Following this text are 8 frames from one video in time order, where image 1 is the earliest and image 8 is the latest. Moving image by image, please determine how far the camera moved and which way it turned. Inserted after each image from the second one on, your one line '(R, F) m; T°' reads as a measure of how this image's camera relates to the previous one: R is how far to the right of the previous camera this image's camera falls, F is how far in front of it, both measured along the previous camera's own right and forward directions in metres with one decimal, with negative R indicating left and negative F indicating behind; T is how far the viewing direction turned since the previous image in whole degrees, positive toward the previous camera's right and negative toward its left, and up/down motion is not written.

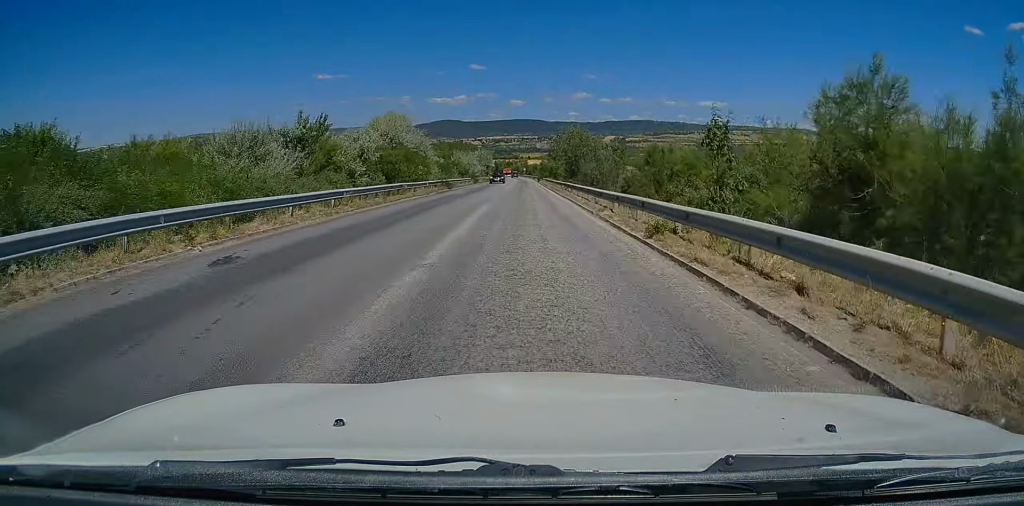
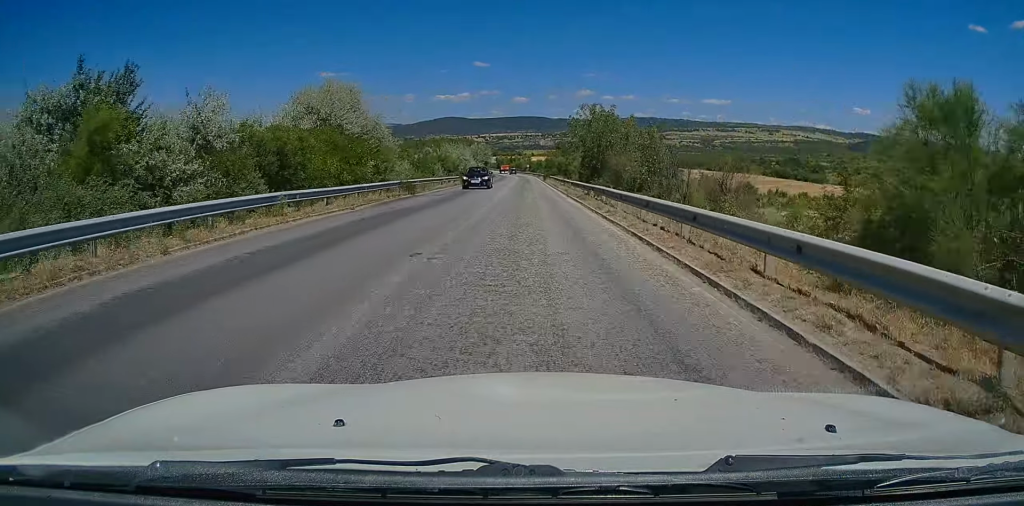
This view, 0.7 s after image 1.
(0.0, +16.8) m; 0°
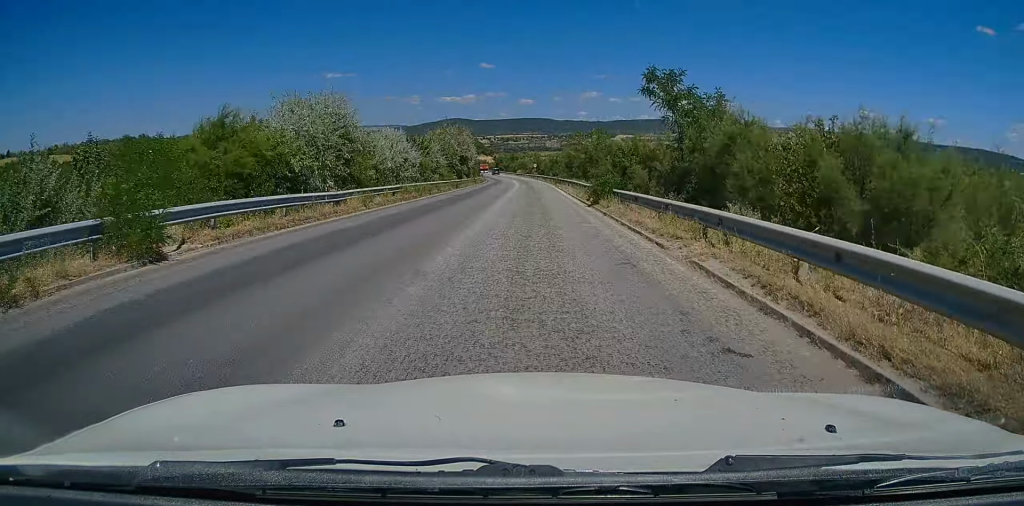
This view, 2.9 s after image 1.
(-0.6, +52.3) m; -1°
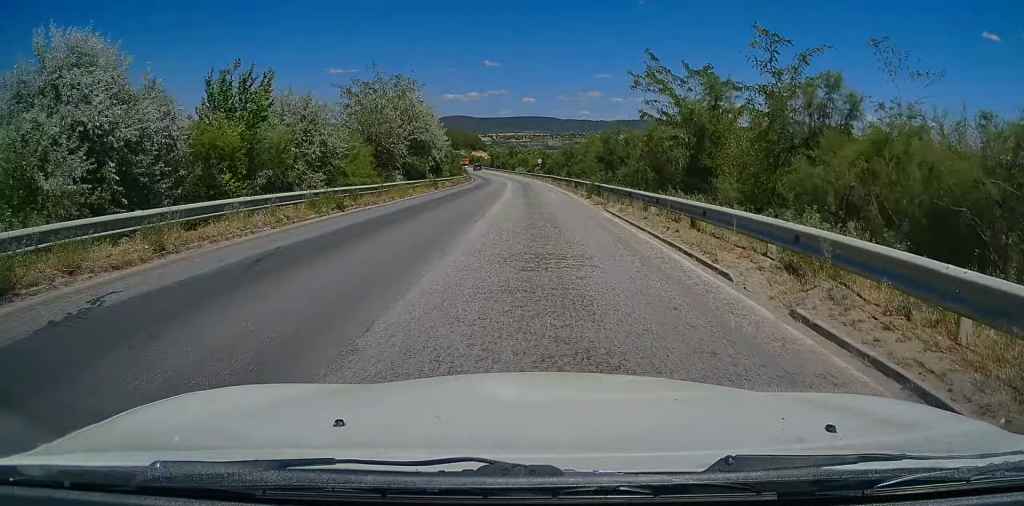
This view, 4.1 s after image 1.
(0.0, +30.8) m; 0°
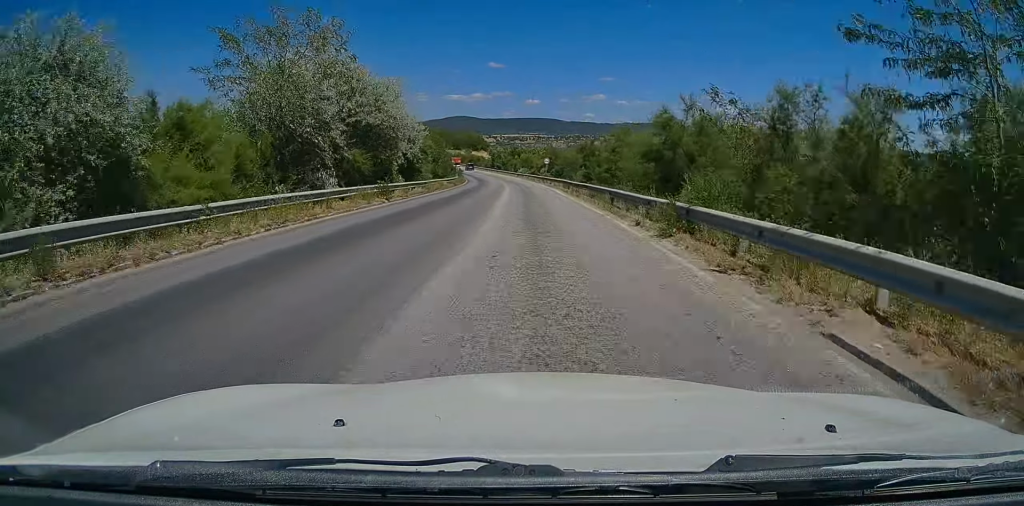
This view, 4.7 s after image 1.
(0.0, +14.6) m; 0°
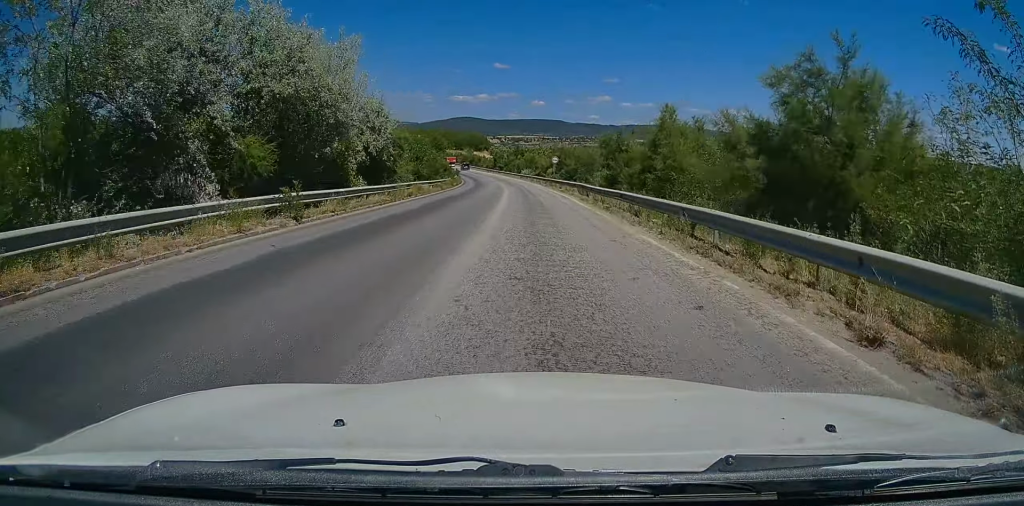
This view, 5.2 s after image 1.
(+0.1, +10.6) m; 0°
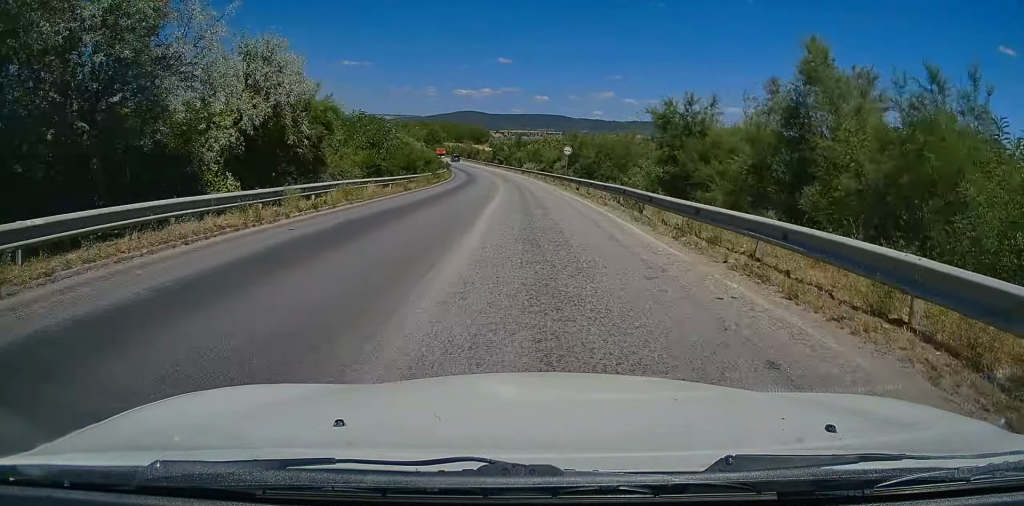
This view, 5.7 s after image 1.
(-0.1, +13.8) m; 0°
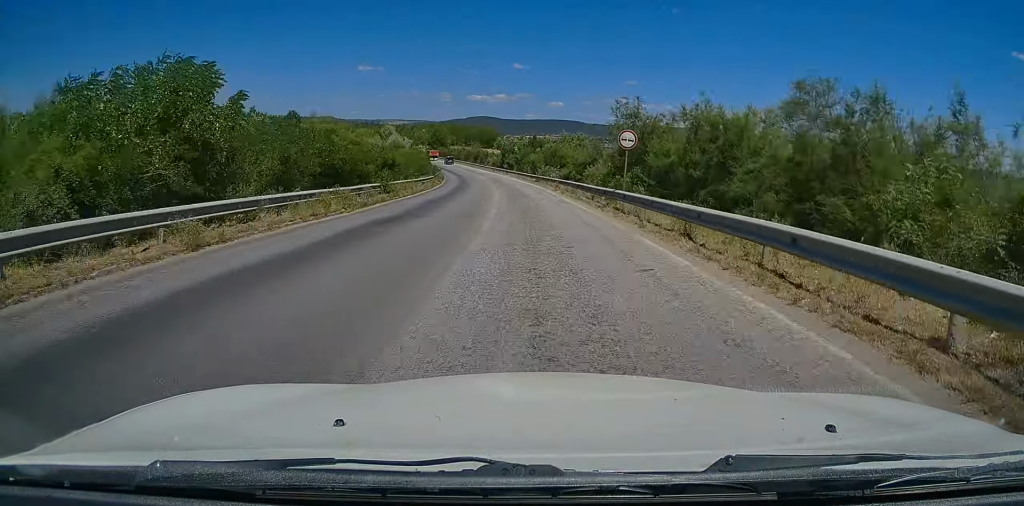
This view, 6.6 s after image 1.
(-0.1, +20.4) m; -1°
